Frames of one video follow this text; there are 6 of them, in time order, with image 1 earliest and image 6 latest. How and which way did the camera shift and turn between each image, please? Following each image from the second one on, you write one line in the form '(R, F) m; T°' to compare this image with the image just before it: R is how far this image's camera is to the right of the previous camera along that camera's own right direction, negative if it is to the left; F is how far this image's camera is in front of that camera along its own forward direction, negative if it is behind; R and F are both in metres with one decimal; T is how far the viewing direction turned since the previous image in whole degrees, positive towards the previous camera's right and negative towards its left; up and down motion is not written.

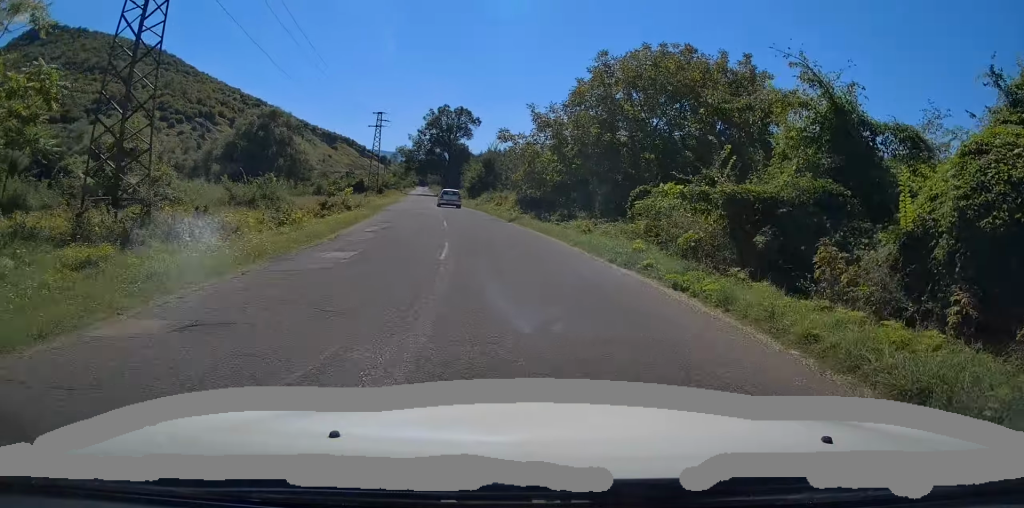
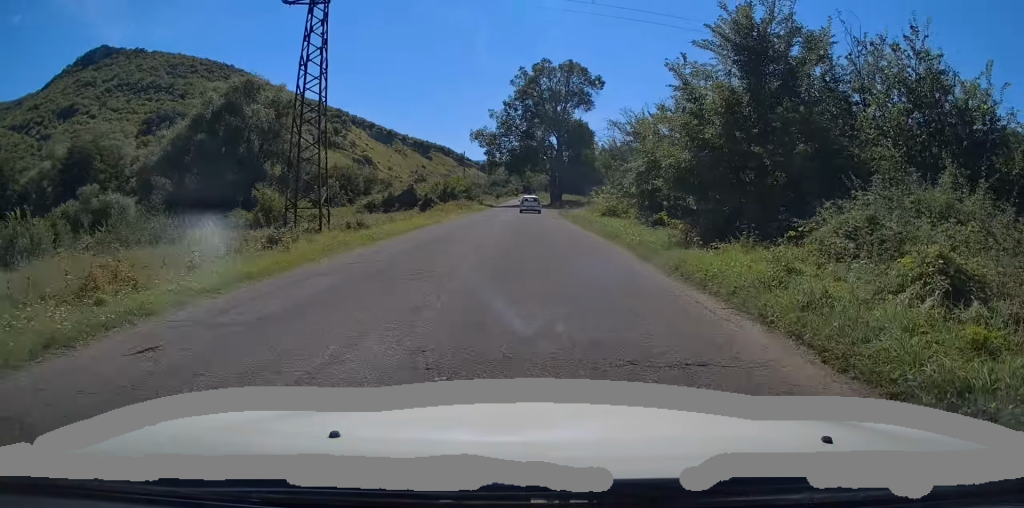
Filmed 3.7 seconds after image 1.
(-6.2, +54.7) m; -9°
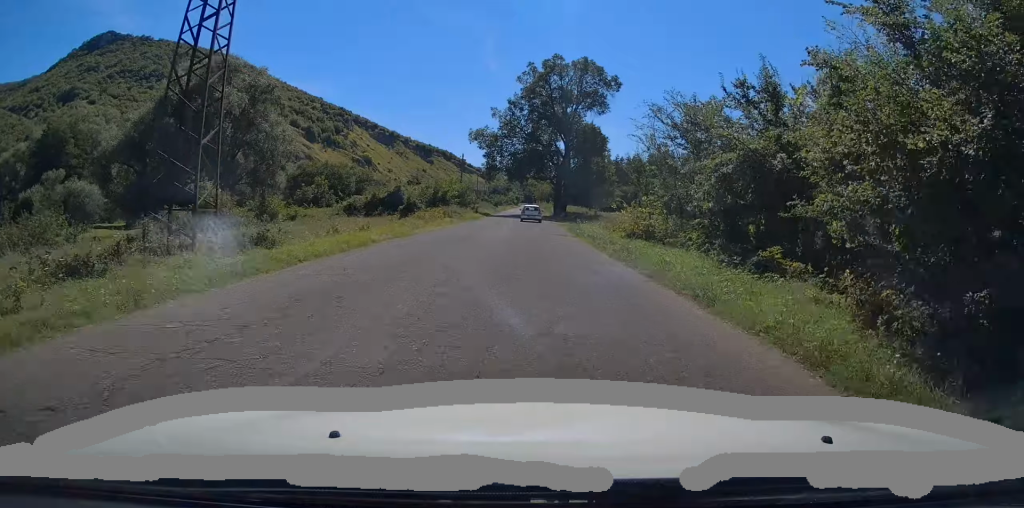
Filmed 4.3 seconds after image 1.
(-0.1, +8.8) m; 0°
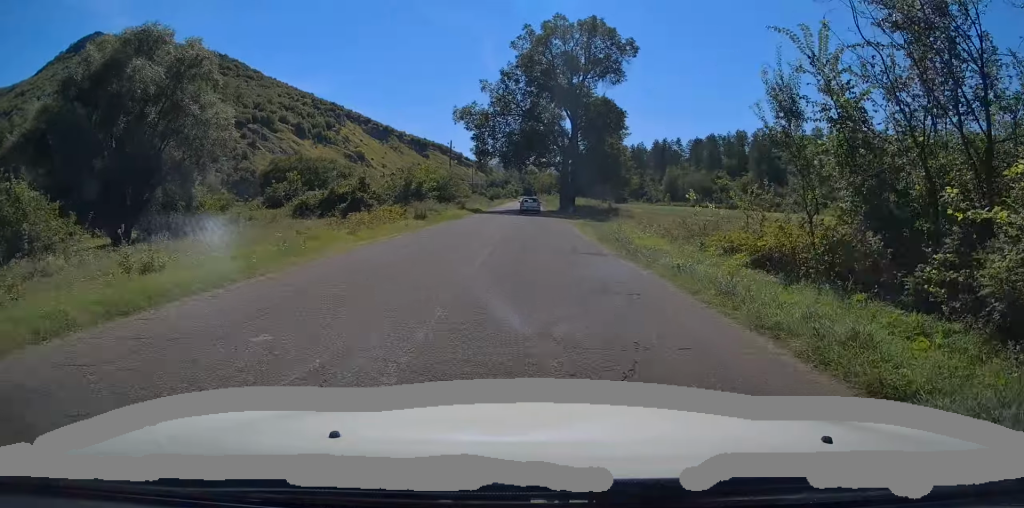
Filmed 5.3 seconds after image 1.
(0.0, +15.0) m; 0°
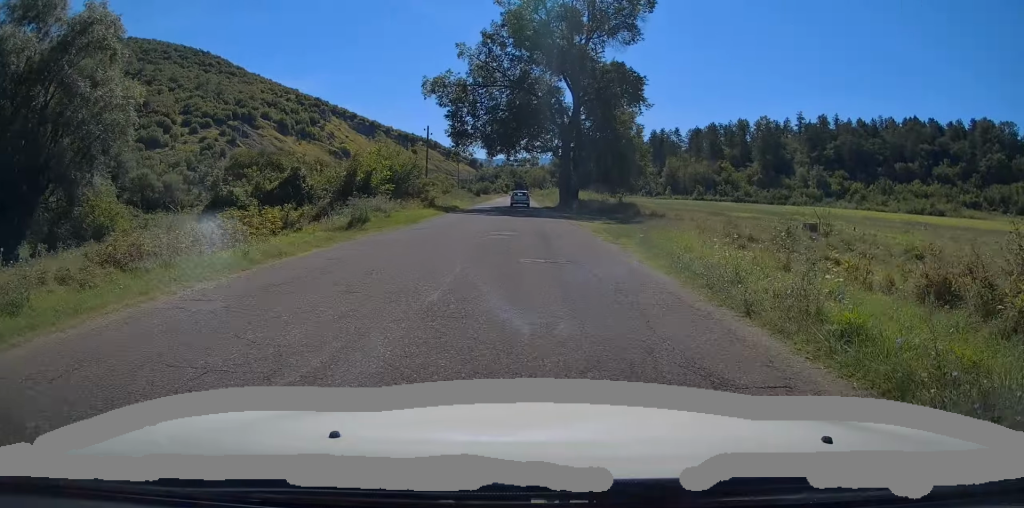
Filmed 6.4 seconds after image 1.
(0.0, +14.1) m; 0°
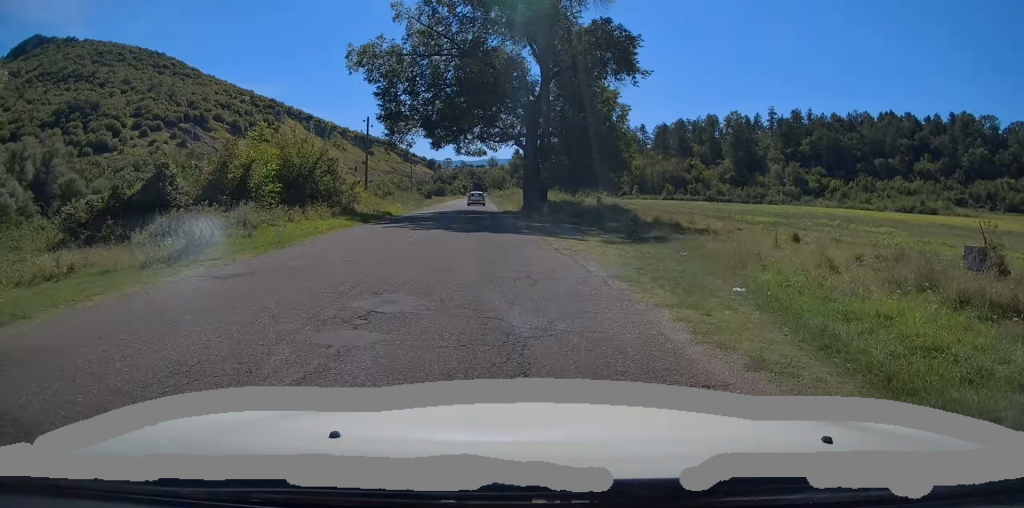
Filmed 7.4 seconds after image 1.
(0.0, +11.5) m; +3°
